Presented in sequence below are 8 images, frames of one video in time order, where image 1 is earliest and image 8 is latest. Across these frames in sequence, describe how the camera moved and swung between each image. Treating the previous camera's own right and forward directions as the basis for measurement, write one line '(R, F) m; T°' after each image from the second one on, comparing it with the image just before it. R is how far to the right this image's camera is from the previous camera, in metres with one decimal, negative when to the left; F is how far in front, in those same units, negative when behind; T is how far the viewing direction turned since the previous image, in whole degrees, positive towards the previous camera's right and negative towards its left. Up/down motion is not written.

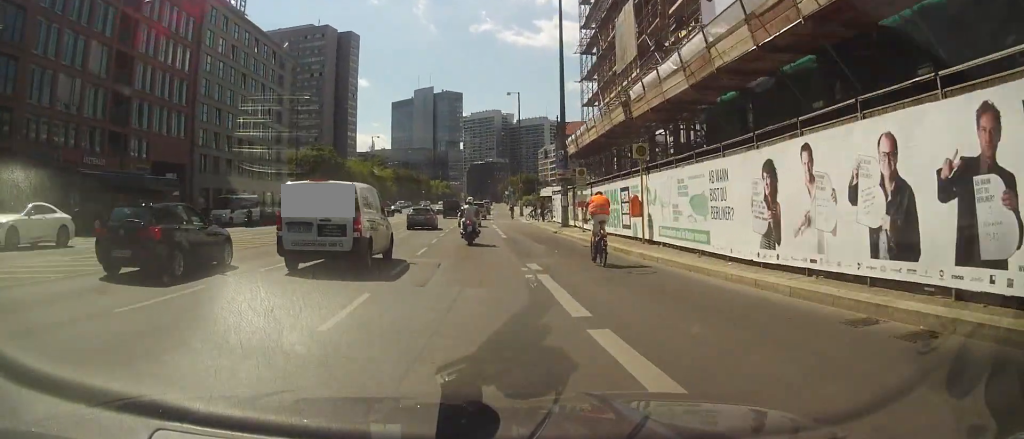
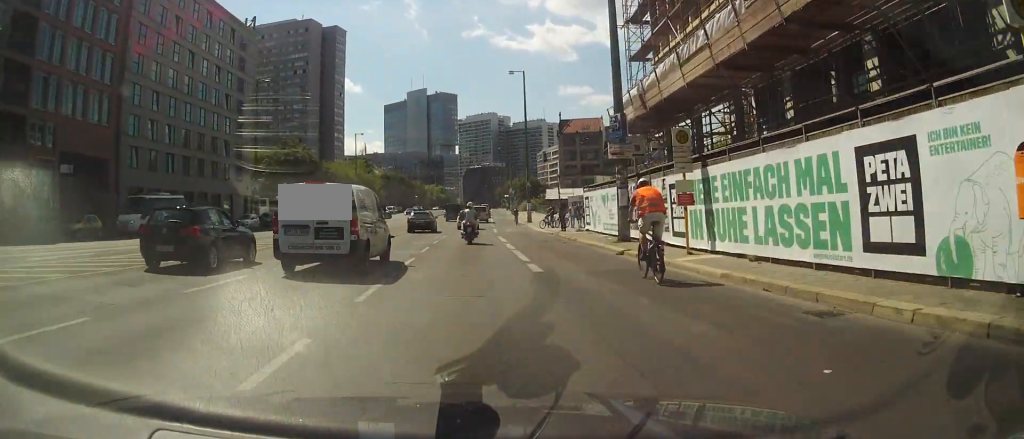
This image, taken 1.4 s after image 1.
(+0.1, +15.7) m; +2°
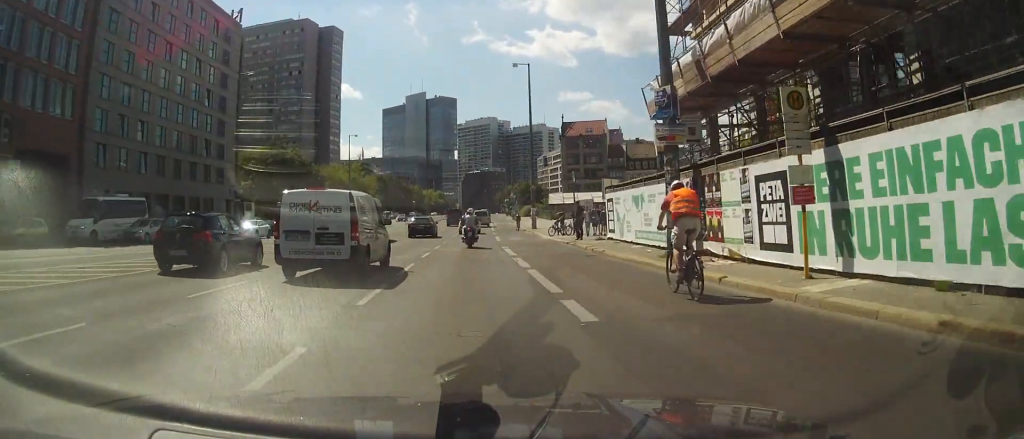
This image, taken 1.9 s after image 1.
(+0.2, +6.0) m; +1°
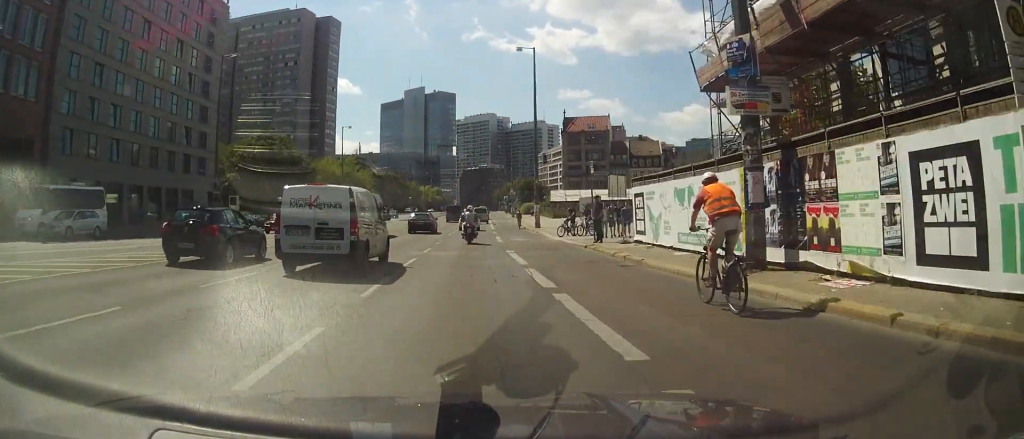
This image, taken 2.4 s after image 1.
(+0.1, +5.2) m; +1°
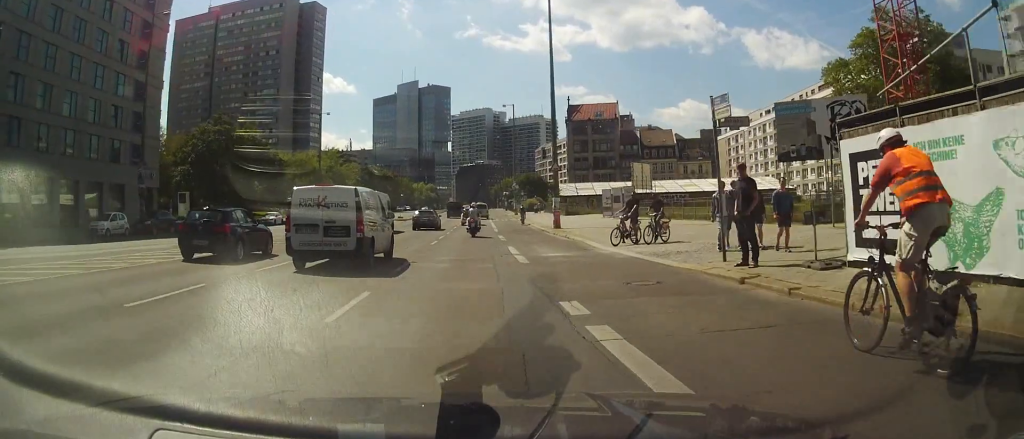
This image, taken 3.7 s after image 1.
(0.0, +14.6) m; 0°
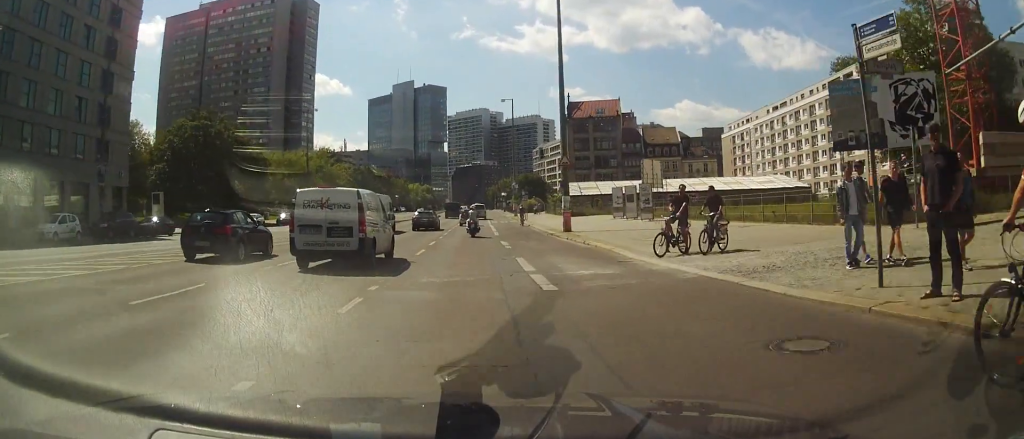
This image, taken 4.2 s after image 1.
(0.0, +5.6) m; 0°
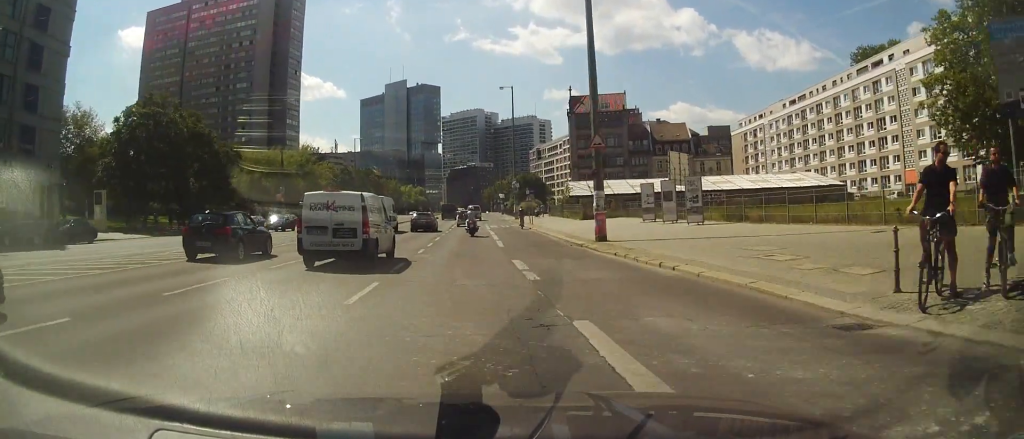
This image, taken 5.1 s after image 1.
(0.0, +10.6) m; 0°
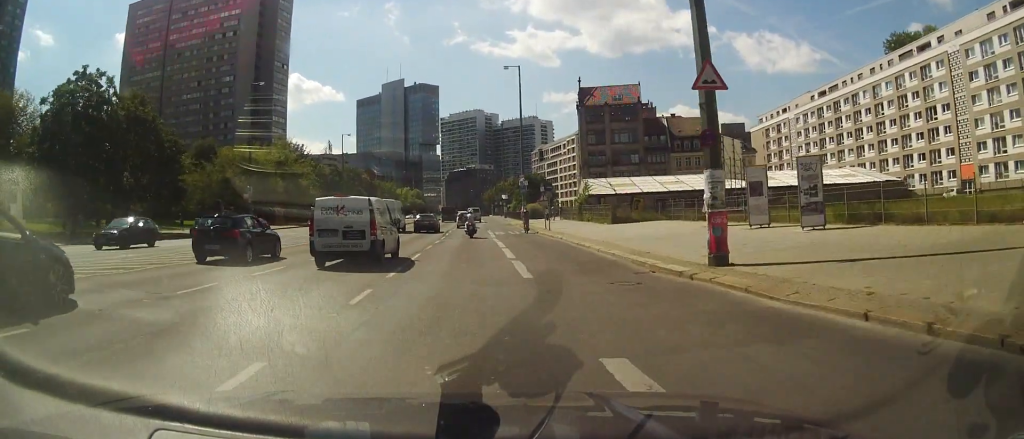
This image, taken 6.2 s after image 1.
(0.0, +12.6) m; 0°
